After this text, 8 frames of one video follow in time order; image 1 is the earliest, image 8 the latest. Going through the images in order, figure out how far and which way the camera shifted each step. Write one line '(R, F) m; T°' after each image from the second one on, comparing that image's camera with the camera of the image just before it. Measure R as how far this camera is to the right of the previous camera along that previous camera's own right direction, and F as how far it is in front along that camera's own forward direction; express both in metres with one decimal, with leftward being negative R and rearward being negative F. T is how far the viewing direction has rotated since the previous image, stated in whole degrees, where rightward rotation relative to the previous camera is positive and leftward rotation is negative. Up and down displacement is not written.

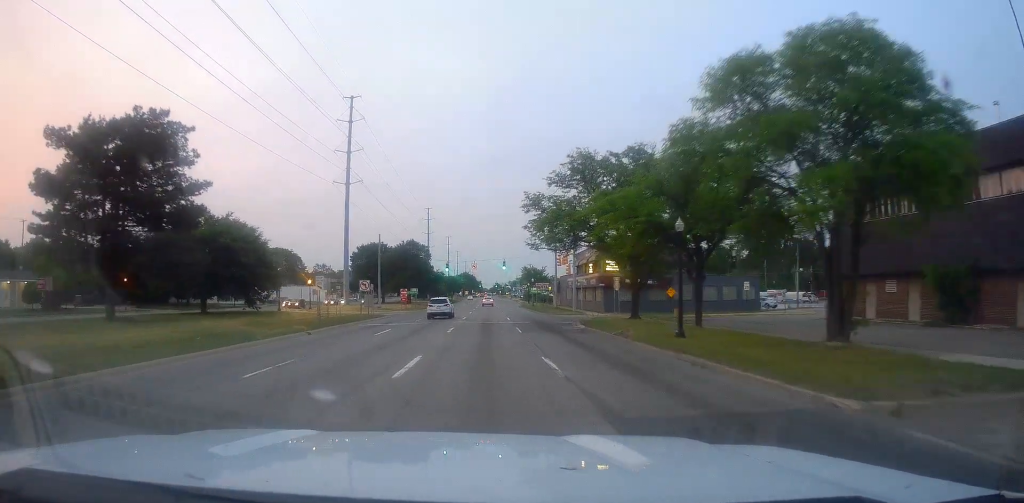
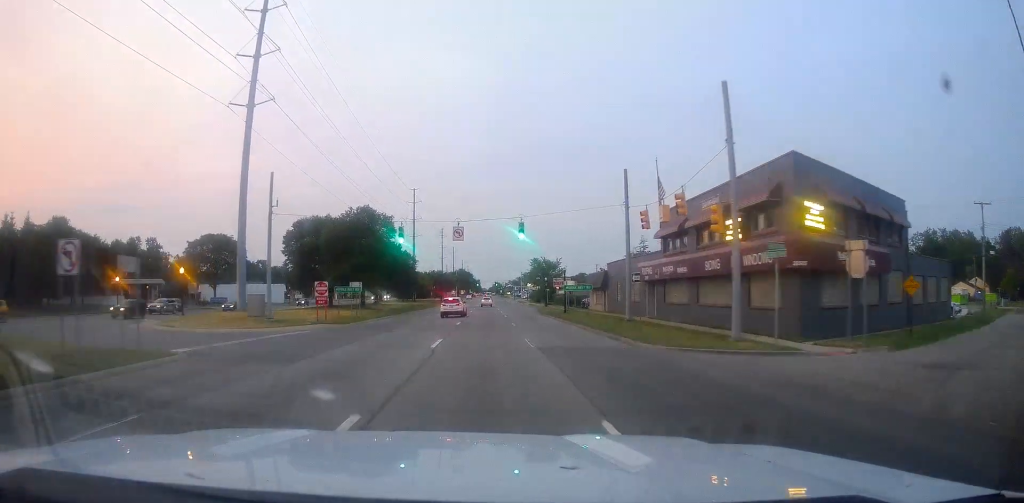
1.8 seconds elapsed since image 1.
(-0.7, +38.6) m; -2°
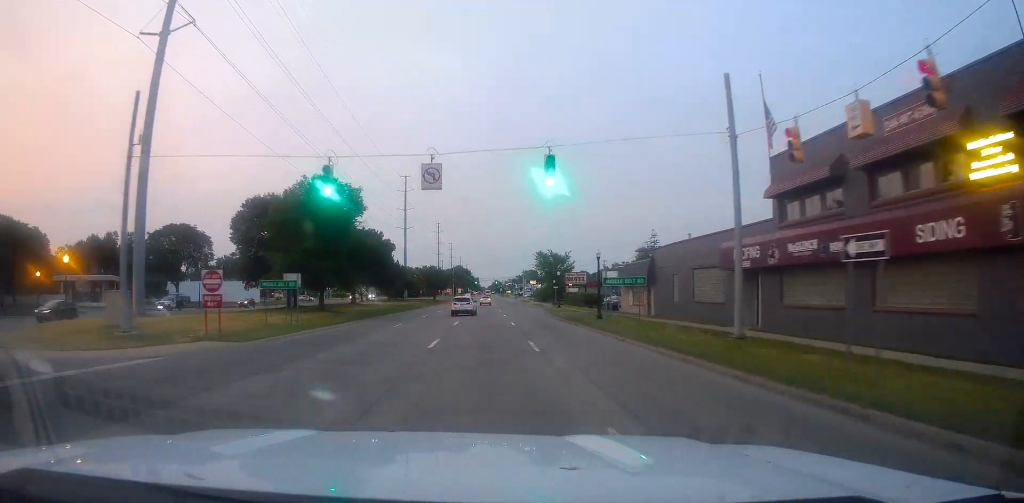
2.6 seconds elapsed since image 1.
(0.0, +16.3) m; 0°
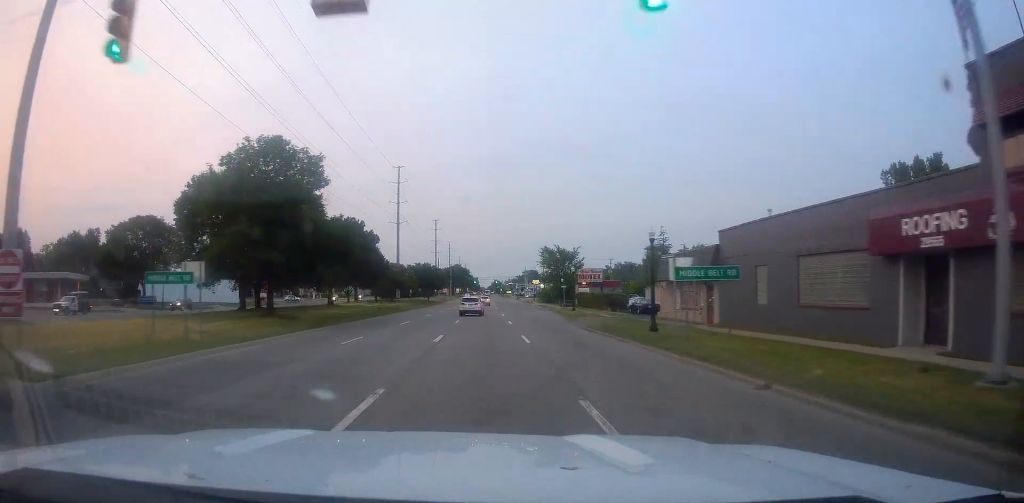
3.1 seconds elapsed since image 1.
(0.0, +12.0) m; 0°
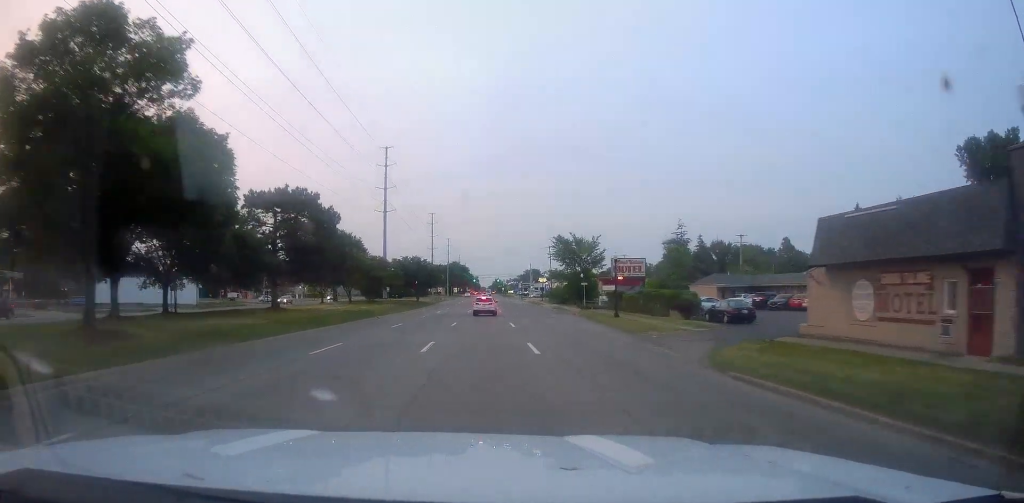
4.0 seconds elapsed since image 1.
(+0.2, +19.0) m; 0°
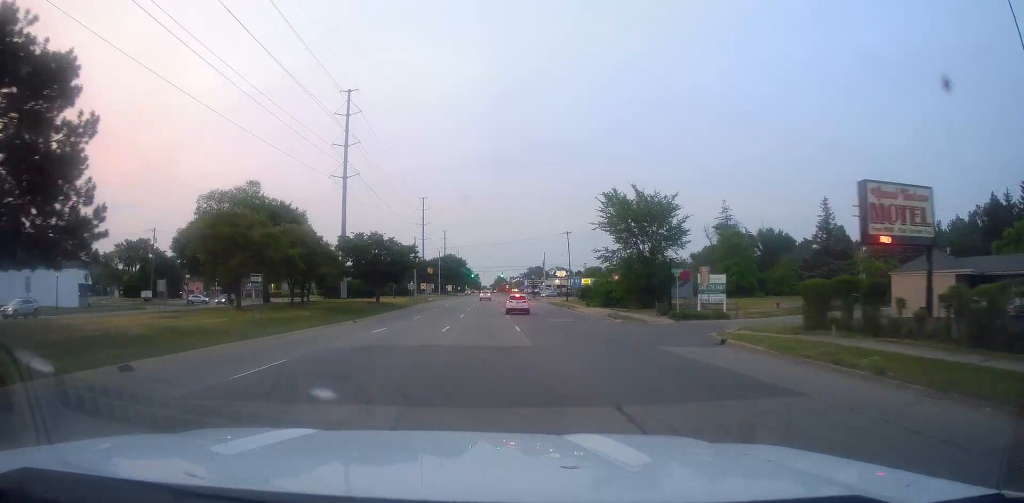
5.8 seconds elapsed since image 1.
(-0.2, +36.8) m; 0°
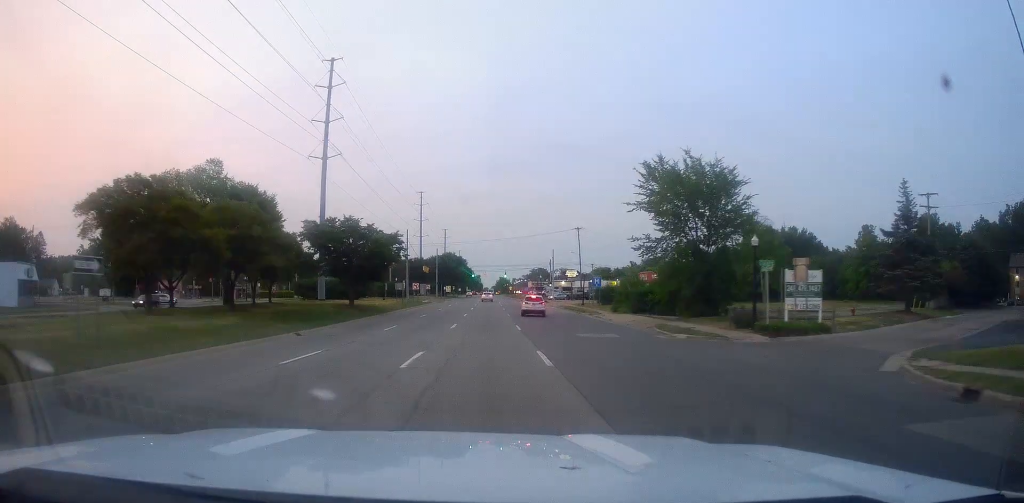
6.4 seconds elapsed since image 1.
(0.0, +12.7) m; 0°
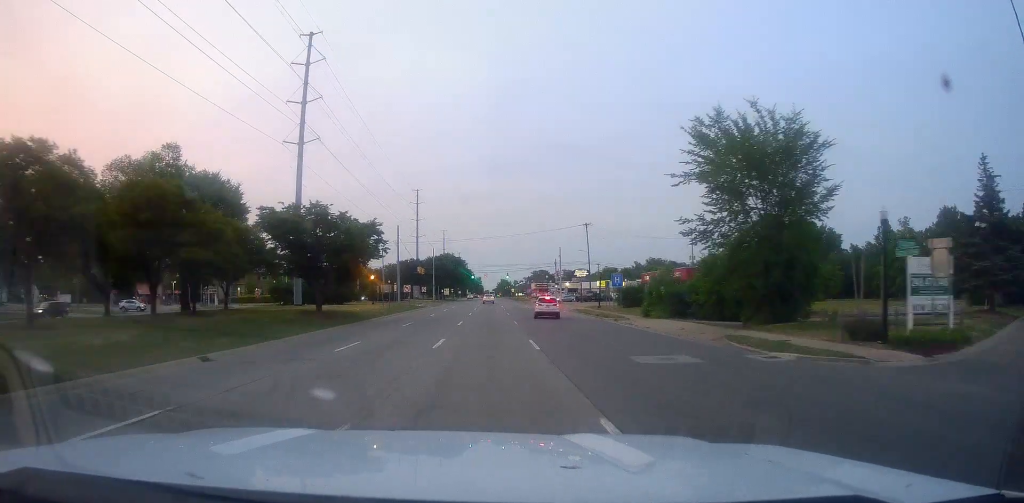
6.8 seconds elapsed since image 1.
(0.0, +9.8) m; +1°
